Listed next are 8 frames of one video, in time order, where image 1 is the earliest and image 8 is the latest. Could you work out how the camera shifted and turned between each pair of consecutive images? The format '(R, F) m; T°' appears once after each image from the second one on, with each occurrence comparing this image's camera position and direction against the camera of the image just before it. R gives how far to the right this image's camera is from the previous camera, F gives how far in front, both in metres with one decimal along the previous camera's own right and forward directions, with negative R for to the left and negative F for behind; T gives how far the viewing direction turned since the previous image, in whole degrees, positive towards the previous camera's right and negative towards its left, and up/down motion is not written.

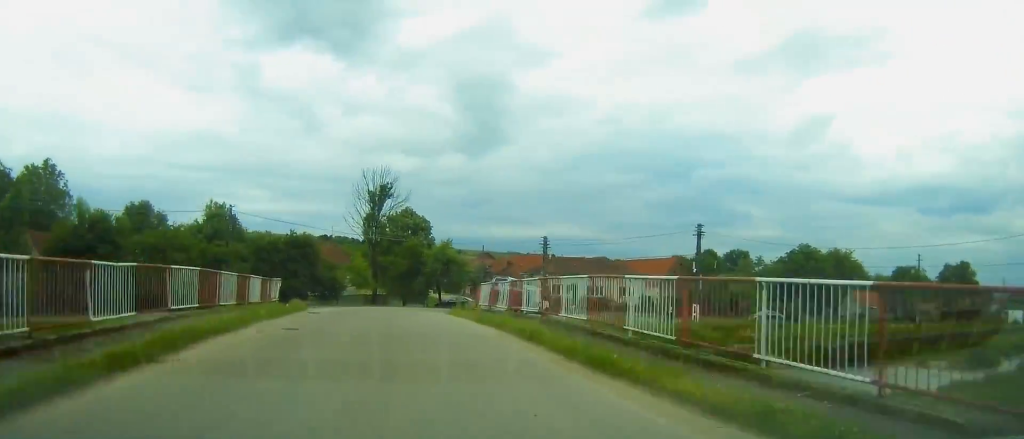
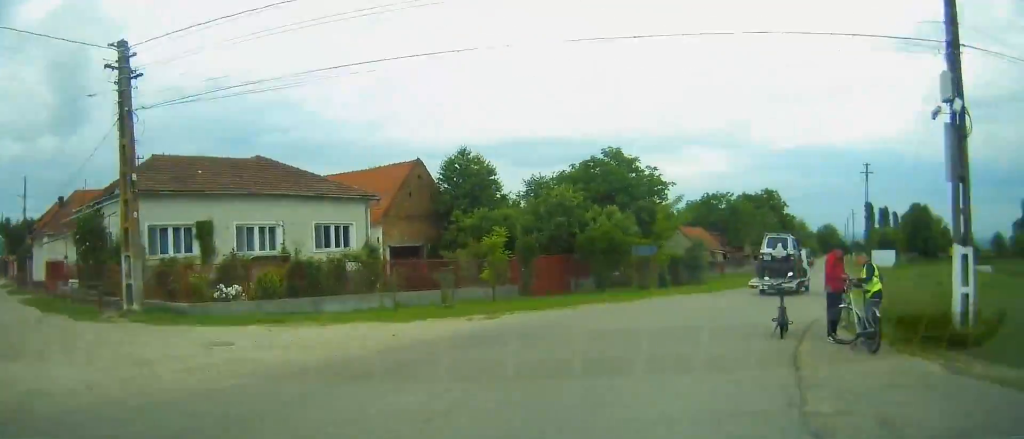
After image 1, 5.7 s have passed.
(+10.4, +49.8) m; +41°
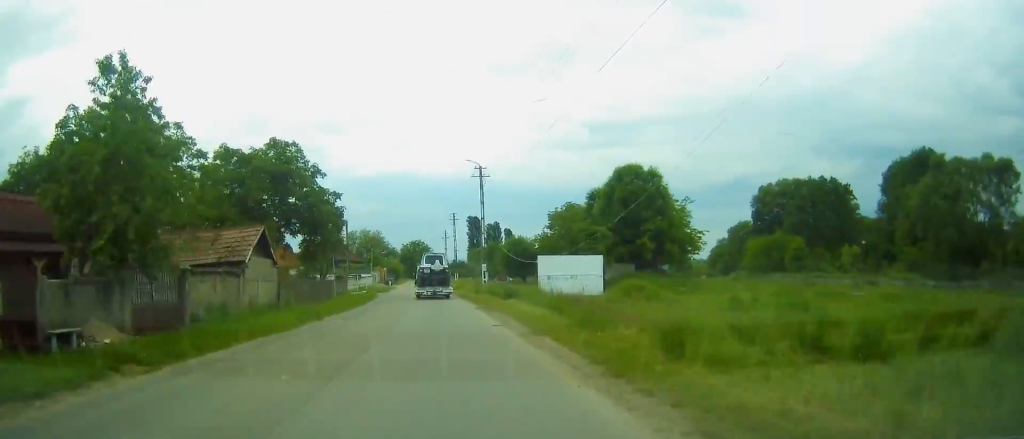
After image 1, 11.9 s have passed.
(+17.8, +58.0) m; +18°
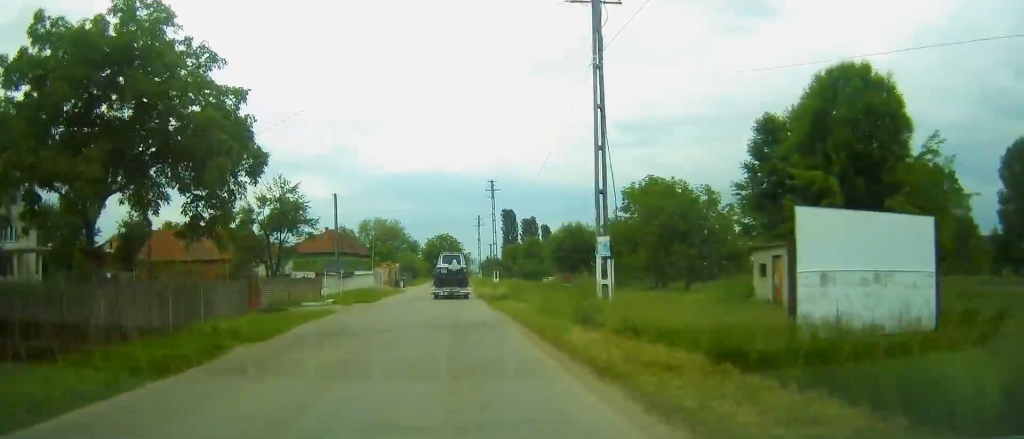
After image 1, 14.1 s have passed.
(-0.1, +23.9) m; -1°
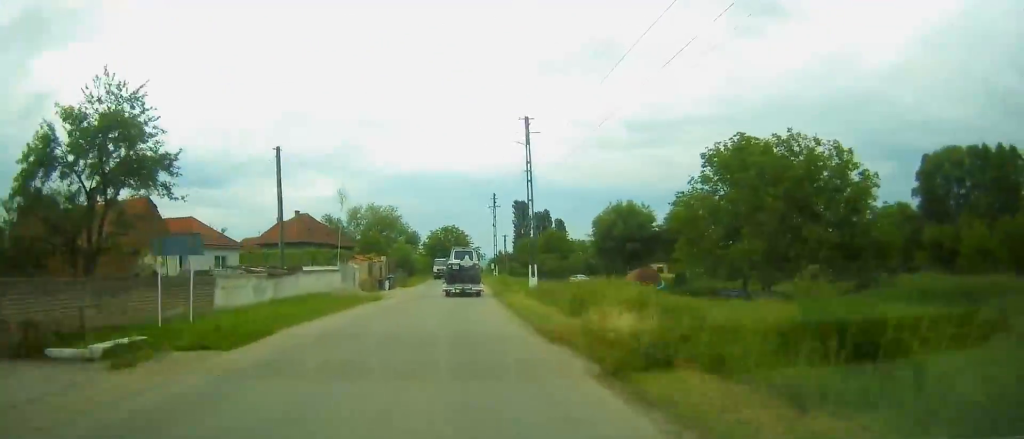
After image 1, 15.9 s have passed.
(-0.3, +19.8) m; 0°
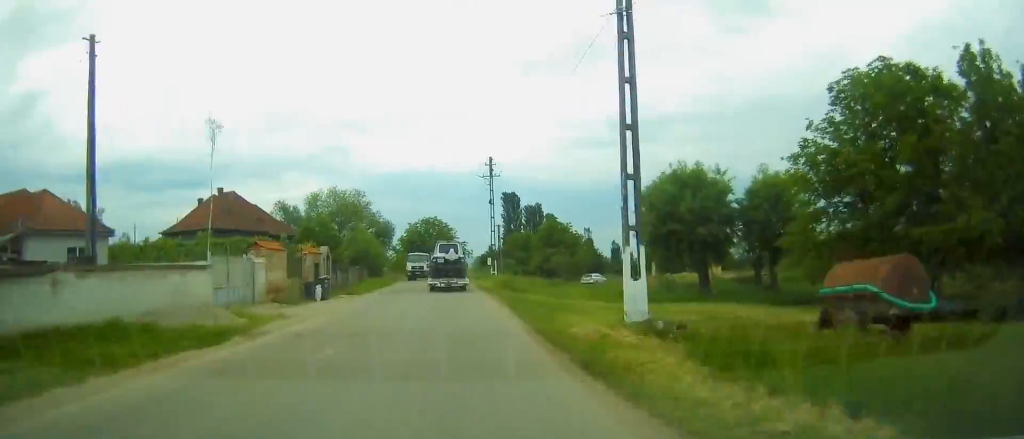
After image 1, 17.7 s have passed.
(-0.3, +19.8) m; 0°
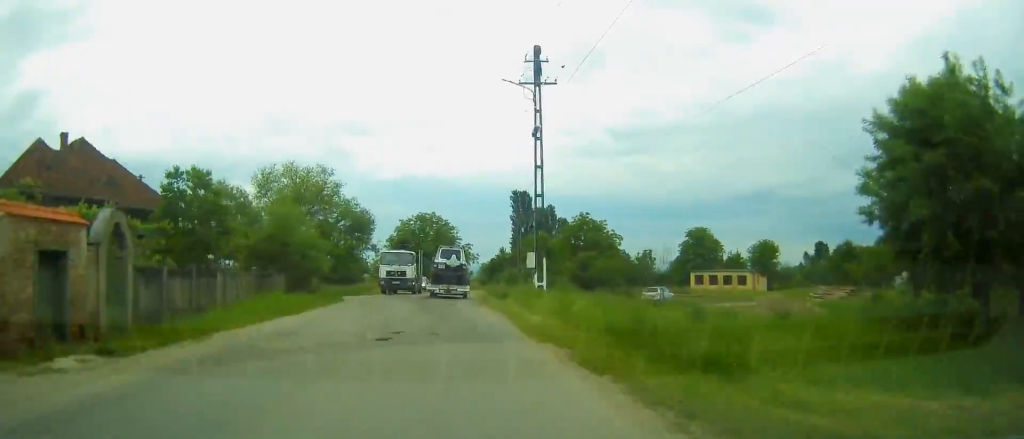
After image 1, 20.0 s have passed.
(+0.2, +25.9) m; +1°
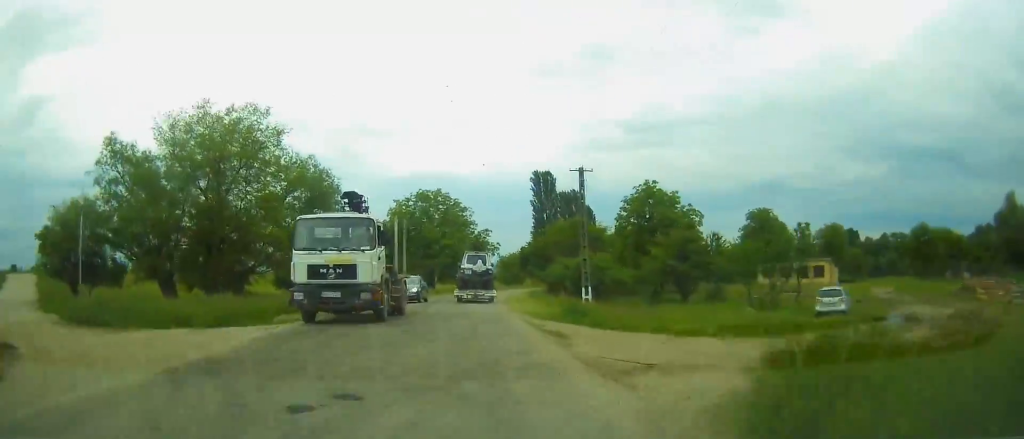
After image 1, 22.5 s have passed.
(+0.1, +28.7) m; +1°
